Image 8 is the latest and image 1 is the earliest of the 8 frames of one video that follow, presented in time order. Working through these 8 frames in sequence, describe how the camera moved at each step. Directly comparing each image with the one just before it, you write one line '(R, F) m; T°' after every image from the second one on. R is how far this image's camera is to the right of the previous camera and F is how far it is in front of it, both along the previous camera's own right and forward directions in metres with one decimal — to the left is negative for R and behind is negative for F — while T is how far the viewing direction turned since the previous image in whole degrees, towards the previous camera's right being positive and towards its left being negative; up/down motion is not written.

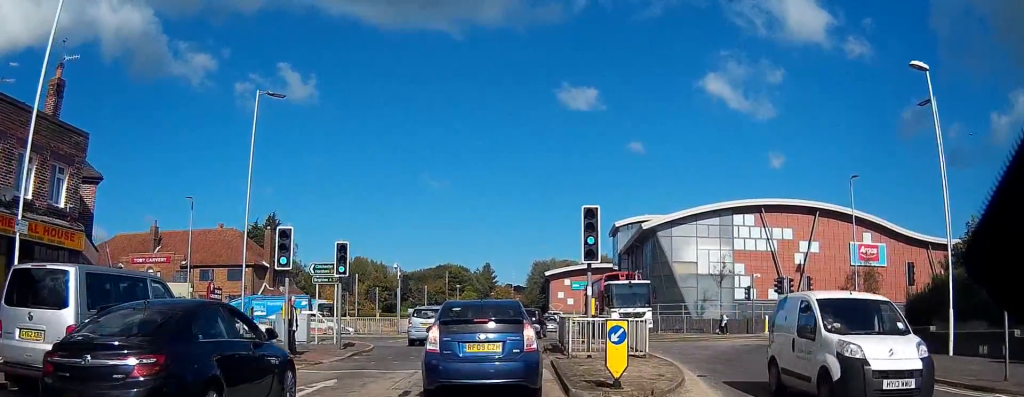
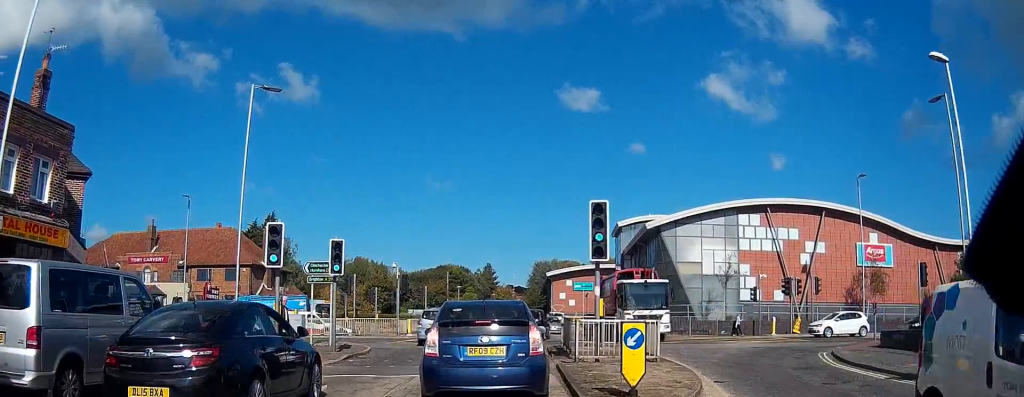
(0.0, +1.3) m; 0°
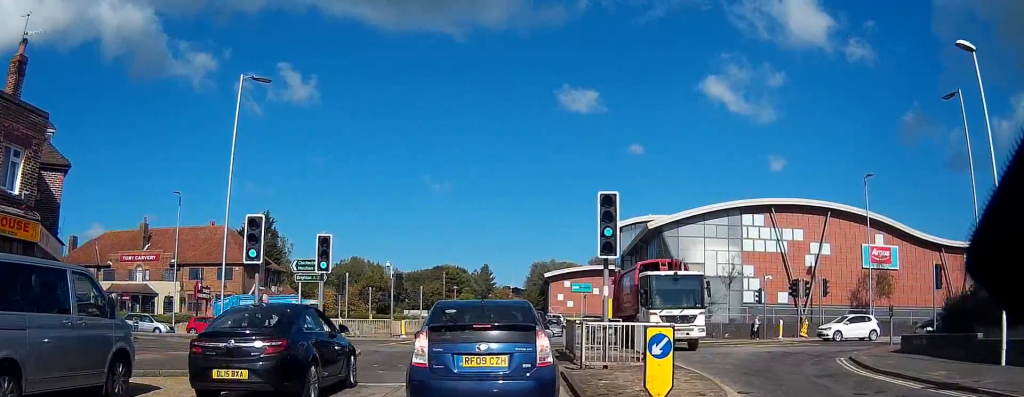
(0.0, +2.2) m; 0°
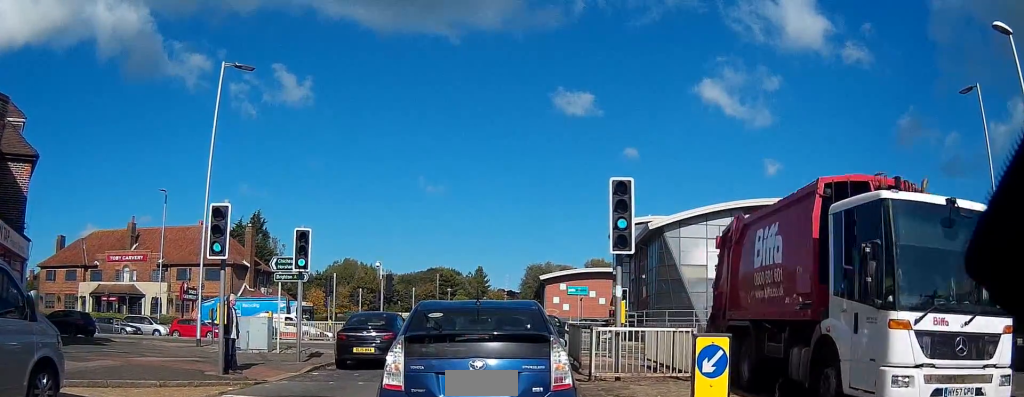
(0.0, +3.6) m; 0°
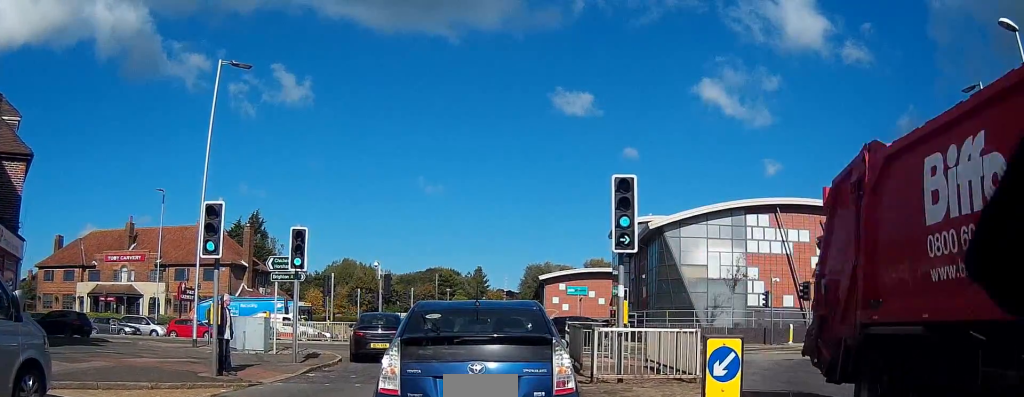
(0.0, +0.5) m; 0°
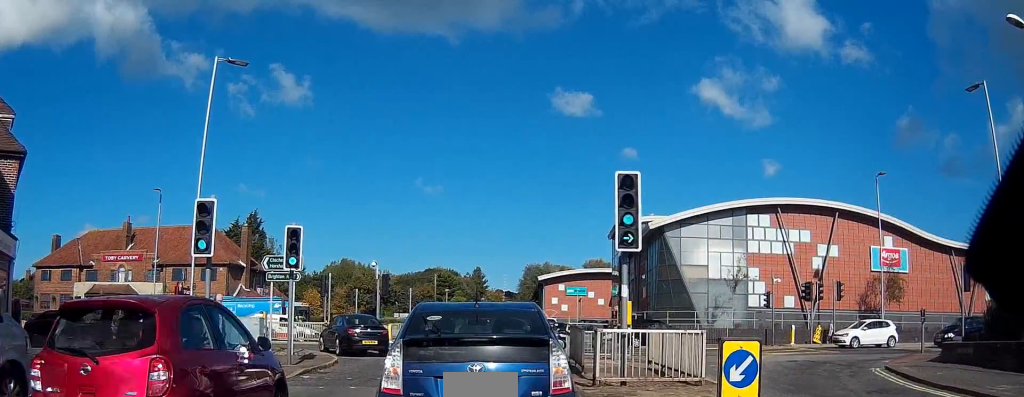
(+0.1, +0.6) m; 0°
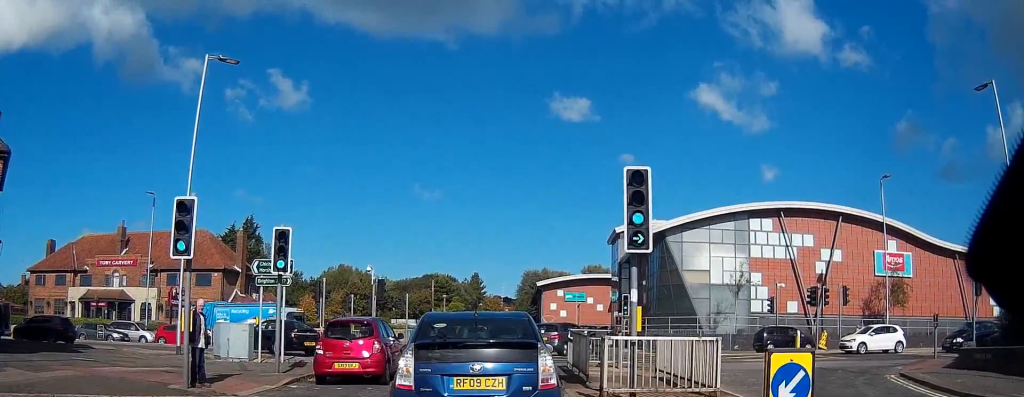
(+0.1, +0.9) m; 0°
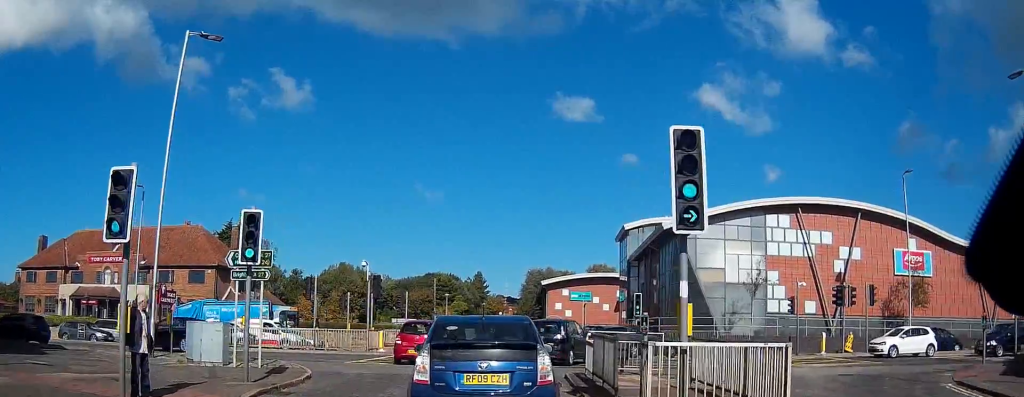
(+0.1, +1.7) m; +6°
